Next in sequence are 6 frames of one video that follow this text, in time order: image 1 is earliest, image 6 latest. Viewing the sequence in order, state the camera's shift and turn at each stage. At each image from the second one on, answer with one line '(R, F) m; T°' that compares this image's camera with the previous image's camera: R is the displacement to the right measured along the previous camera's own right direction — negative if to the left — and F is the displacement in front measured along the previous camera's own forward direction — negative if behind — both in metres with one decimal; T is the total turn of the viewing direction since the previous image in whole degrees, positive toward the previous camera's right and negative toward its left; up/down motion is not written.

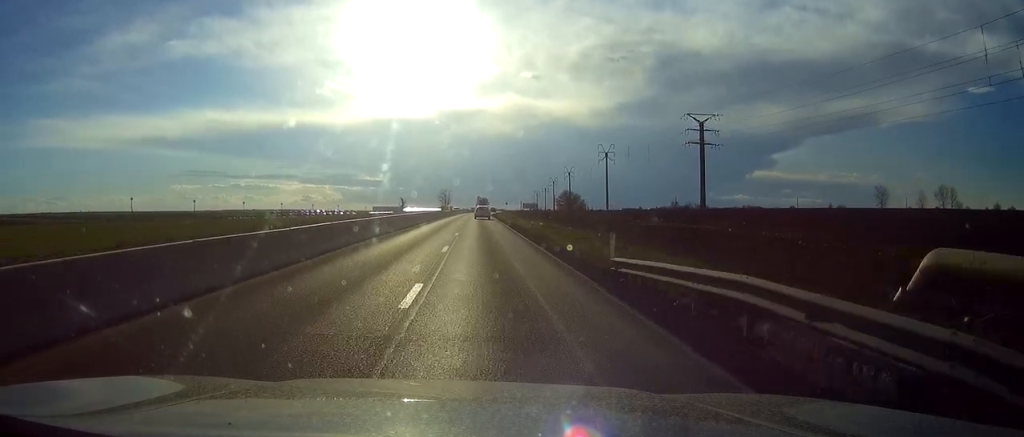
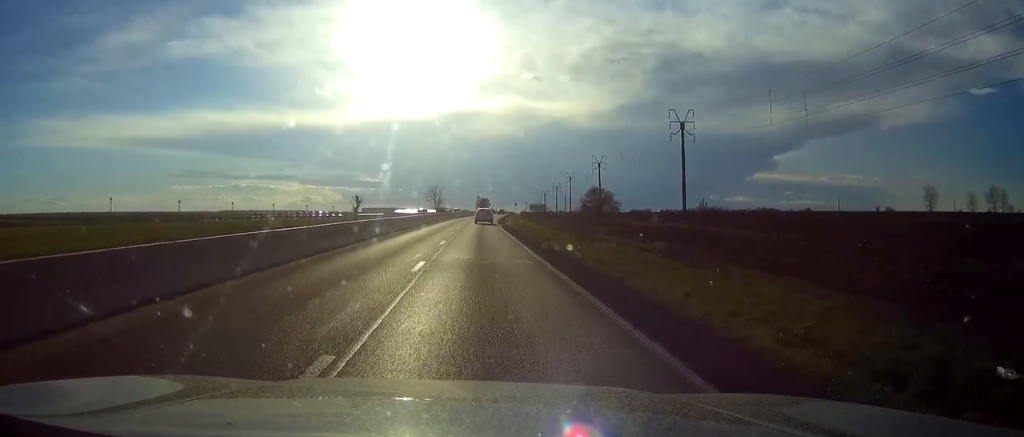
(-0.1, +54.2) m; 0°
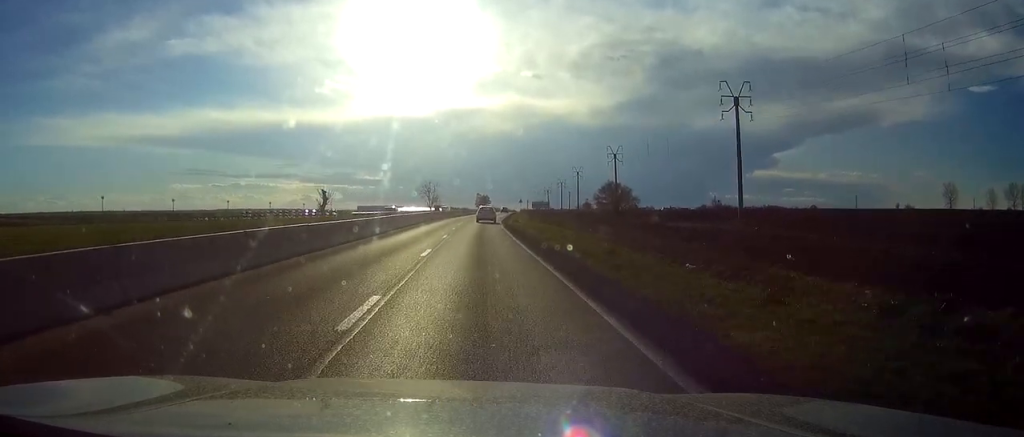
(0.0, +19.8) m; 0°
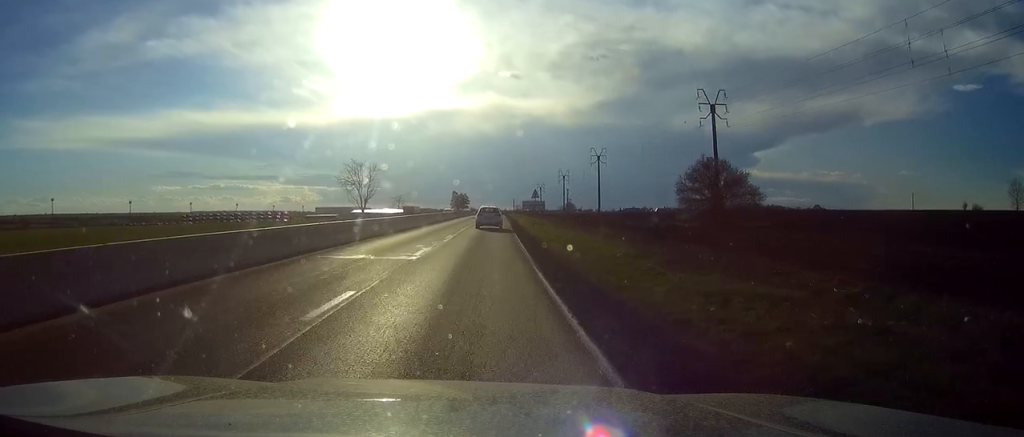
(+0.6, +71.4) m; +1°
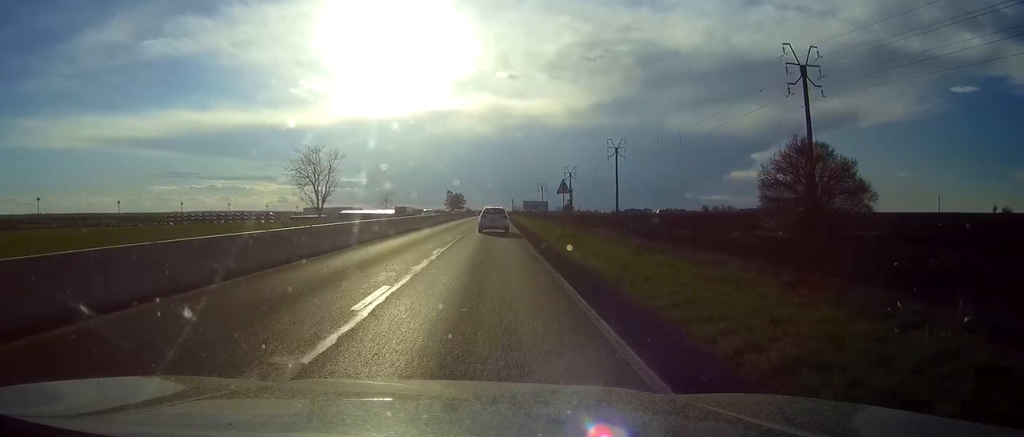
(+0.1, +22.9) m; 0°
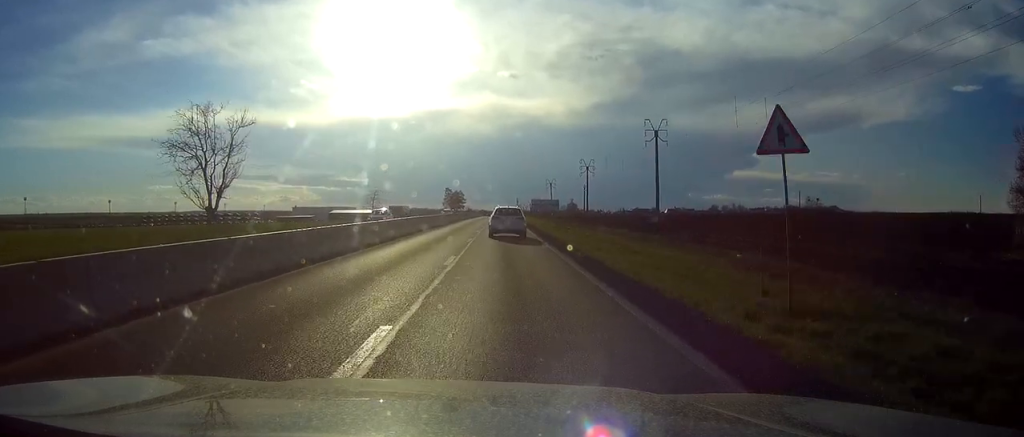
(0.0, +28.3) m; 0°
